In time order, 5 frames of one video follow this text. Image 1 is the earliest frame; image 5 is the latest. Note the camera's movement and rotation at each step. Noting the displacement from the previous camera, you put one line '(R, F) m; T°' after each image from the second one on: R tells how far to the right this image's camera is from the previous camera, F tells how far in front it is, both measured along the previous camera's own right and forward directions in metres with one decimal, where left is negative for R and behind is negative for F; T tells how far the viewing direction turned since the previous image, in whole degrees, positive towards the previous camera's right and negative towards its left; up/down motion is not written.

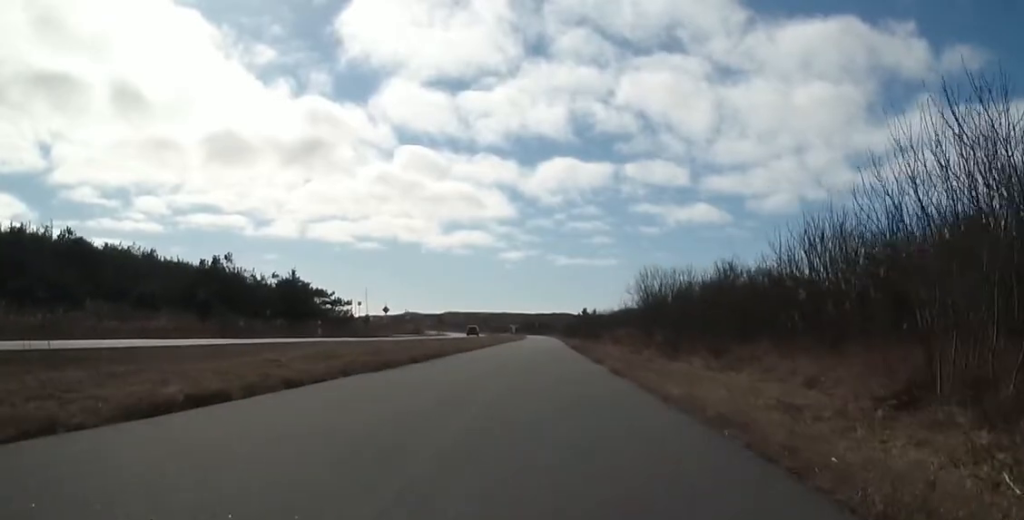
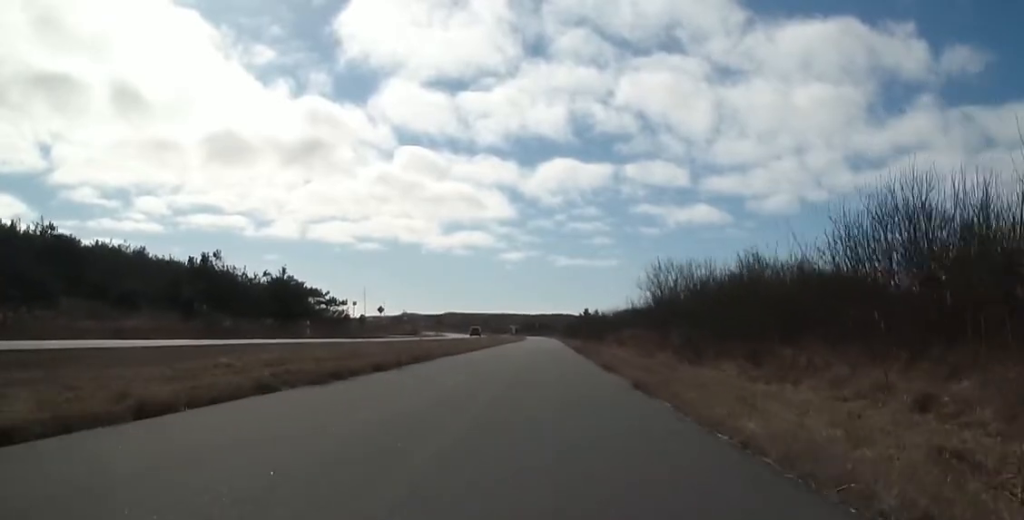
(0.0, +2.8) m; -2°
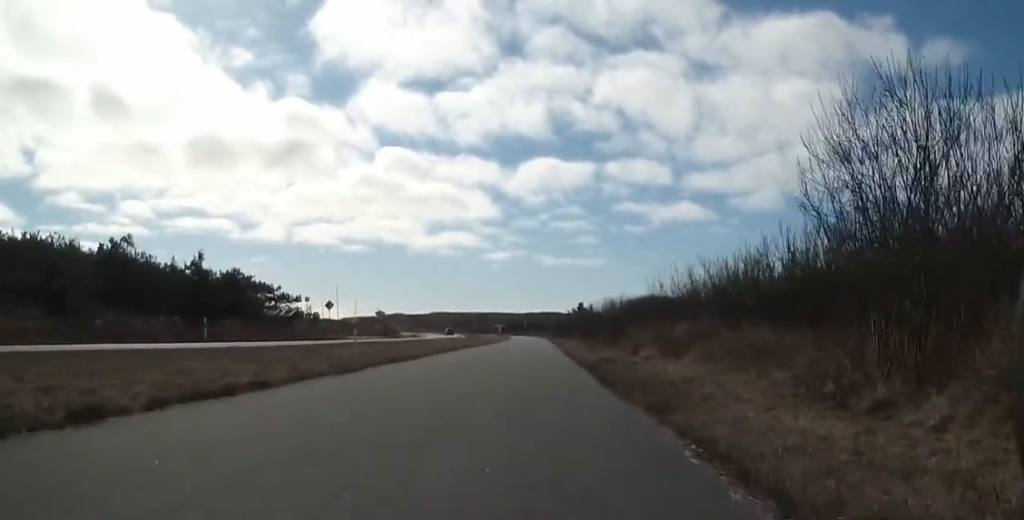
(-1.5, +15.1) m; -3°
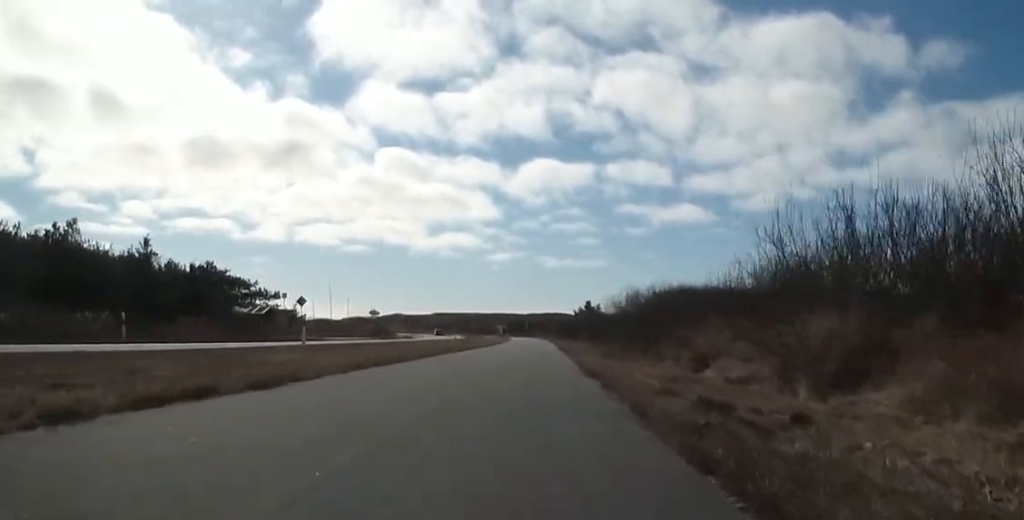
(+0.7, +8.4) m; +6°
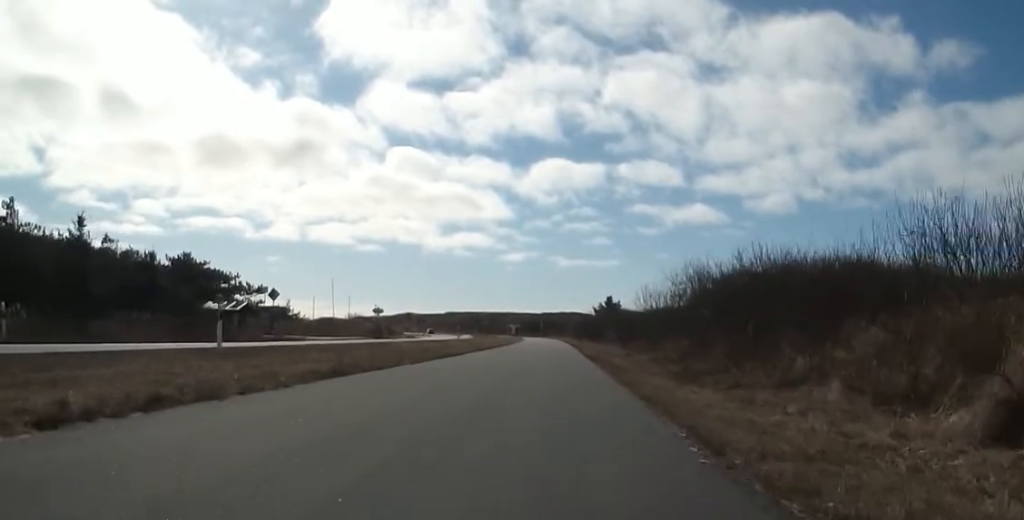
(+0.1, +8.6) m; 0°
